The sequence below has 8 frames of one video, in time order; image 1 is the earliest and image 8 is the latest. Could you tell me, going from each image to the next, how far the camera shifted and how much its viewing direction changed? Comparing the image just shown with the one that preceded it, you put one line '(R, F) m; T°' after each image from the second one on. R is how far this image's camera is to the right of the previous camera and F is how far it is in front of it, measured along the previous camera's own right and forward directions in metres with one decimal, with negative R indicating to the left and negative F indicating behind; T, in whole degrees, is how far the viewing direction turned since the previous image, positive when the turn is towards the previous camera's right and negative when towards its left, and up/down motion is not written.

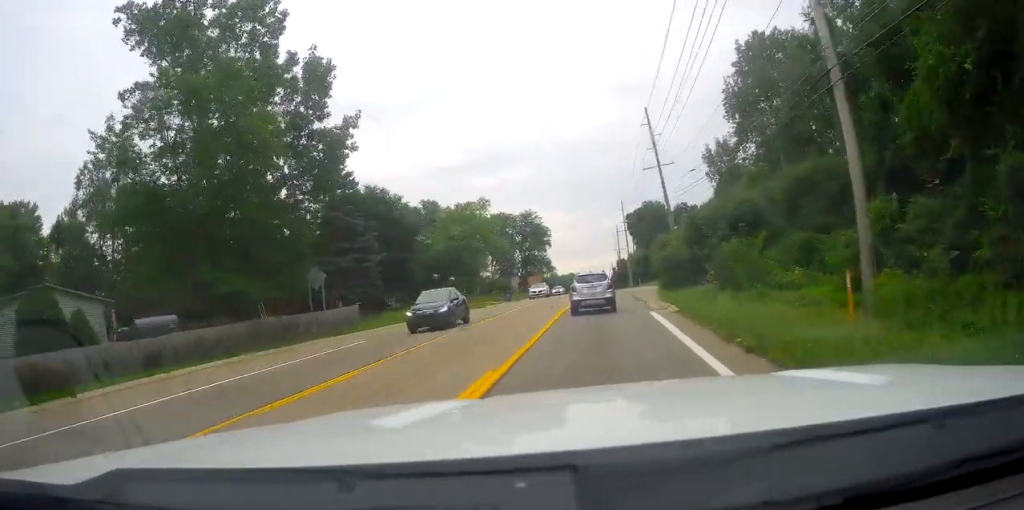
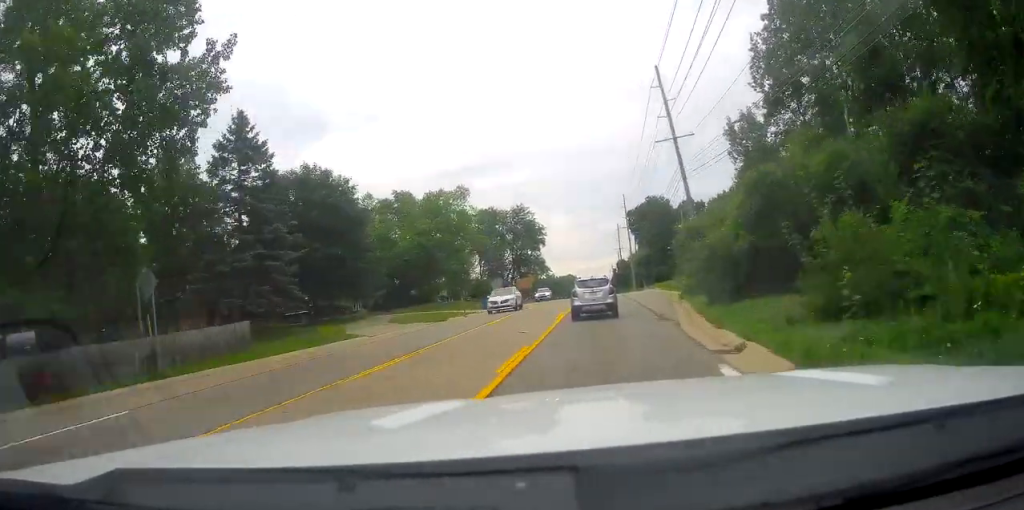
(+0.1, +12.2) m; +2°
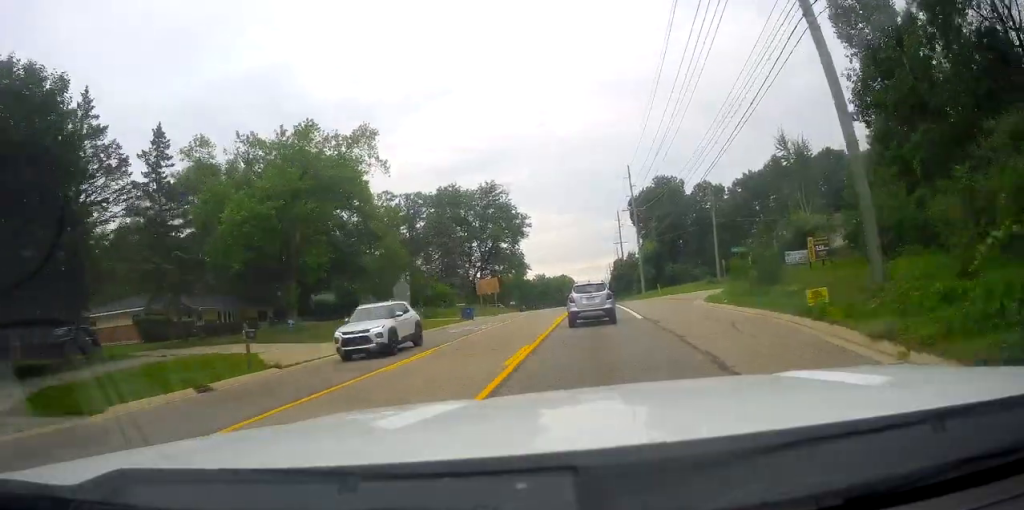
(-0.2, +28.8) m; -1°
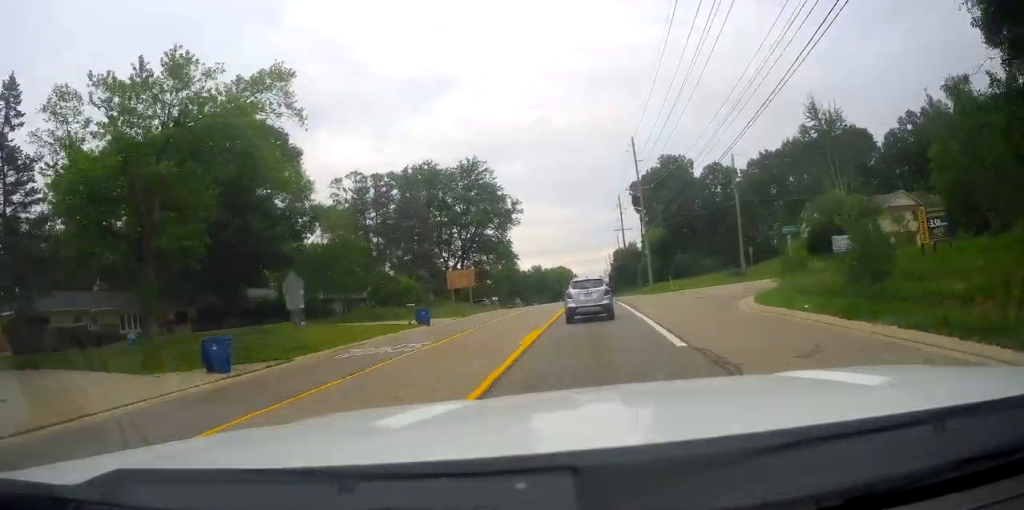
(-0.4, +12.3) m; 0°
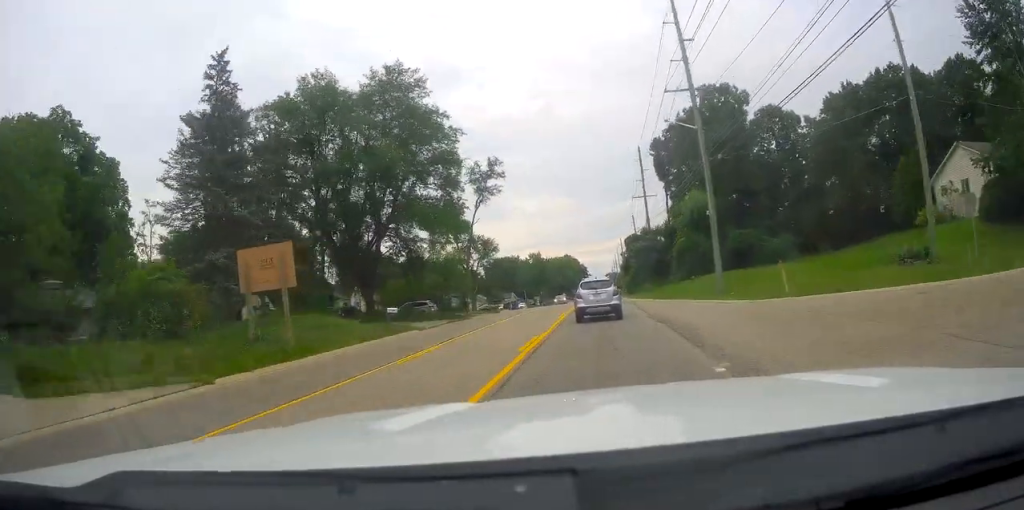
(+0.1, +32.9) m; 0°
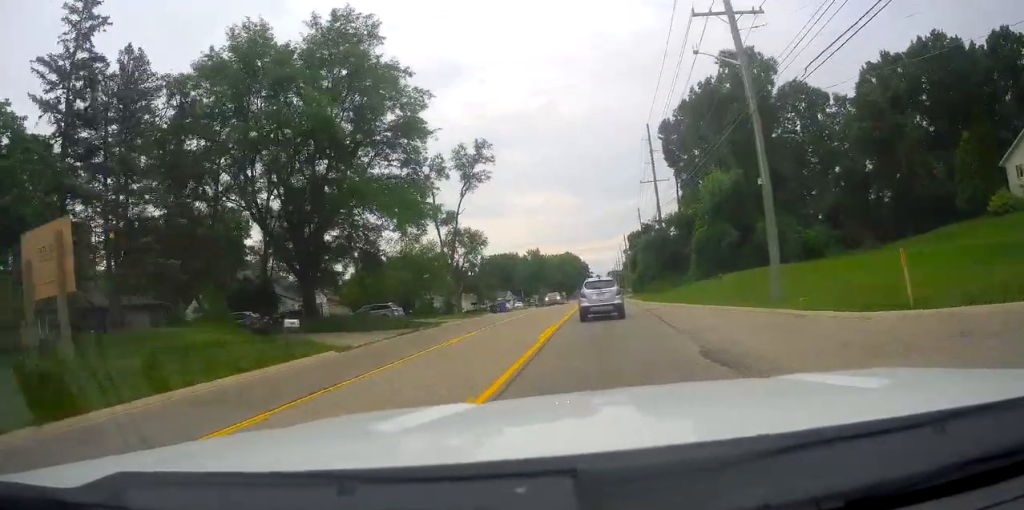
(+0.2, +10.2) m; +1°
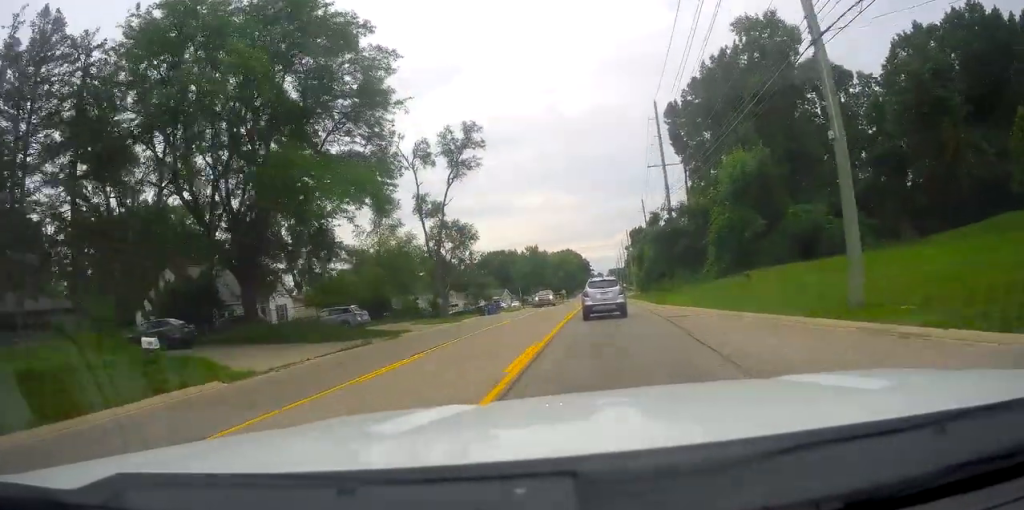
(+0.2, +7.1) m; +1°
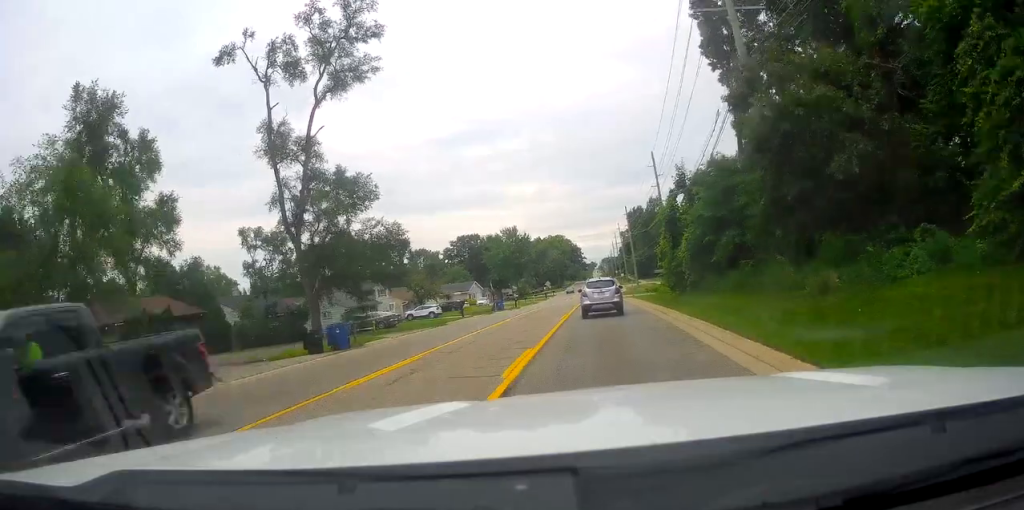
(-0.3, +30.9) m; -2°
